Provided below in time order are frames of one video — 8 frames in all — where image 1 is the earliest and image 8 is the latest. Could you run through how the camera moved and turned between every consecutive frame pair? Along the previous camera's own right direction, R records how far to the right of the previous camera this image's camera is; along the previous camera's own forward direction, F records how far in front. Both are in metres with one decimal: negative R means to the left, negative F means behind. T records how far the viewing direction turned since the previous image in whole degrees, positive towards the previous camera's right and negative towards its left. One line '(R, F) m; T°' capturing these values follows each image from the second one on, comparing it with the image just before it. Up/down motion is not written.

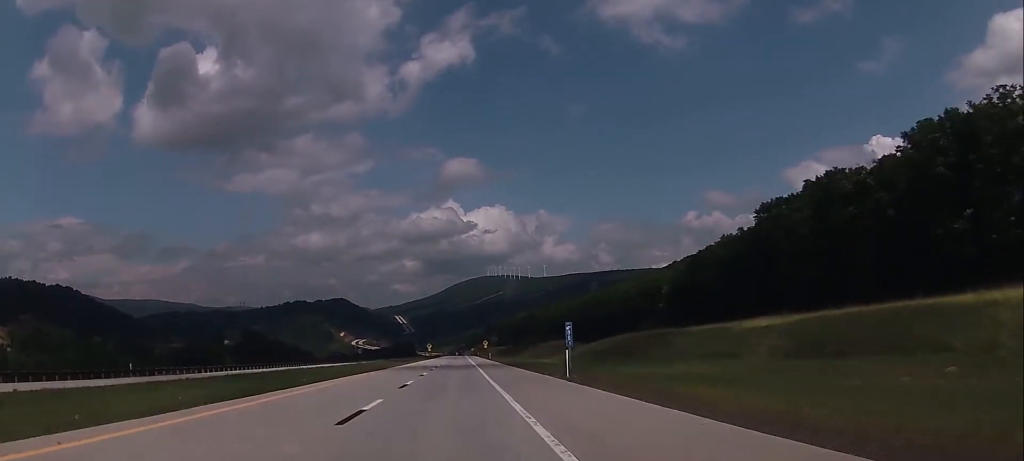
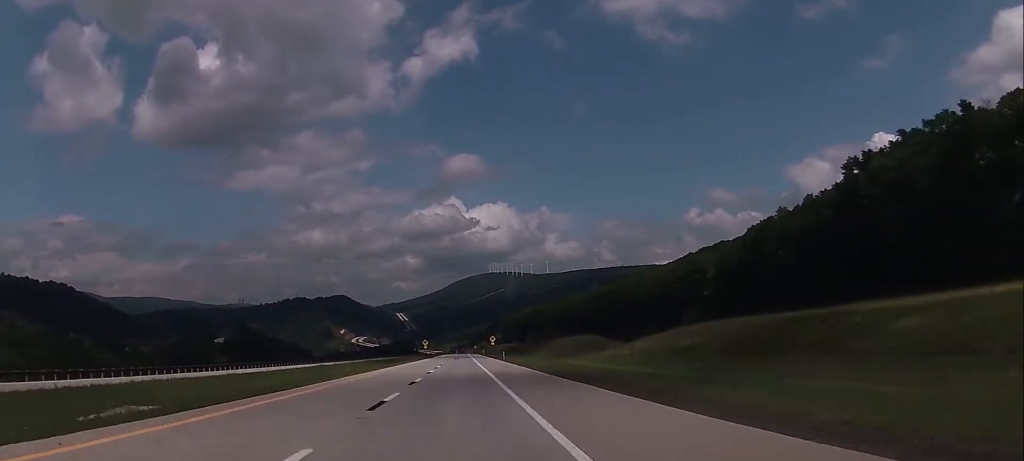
(0.0, +35.1) m; -1°
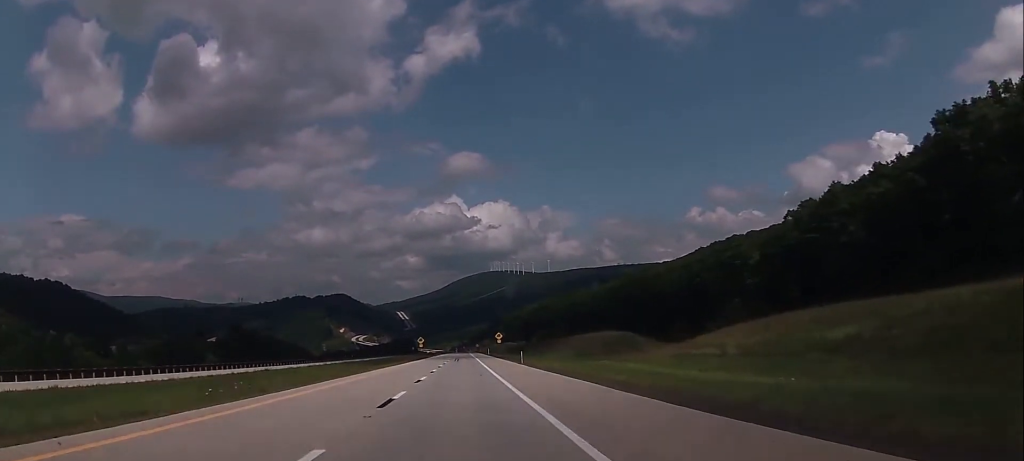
(-0.4, +25.0) m; 0°
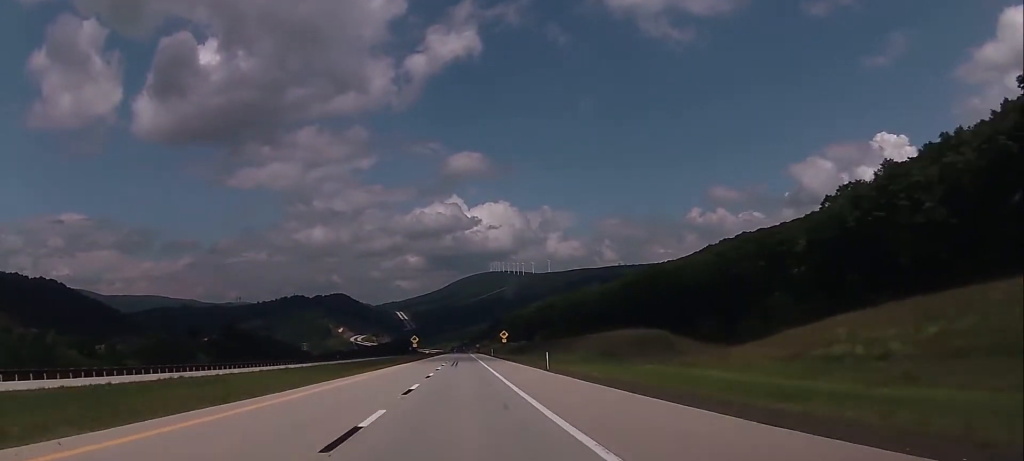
(0.0, +19.4) m; 0°
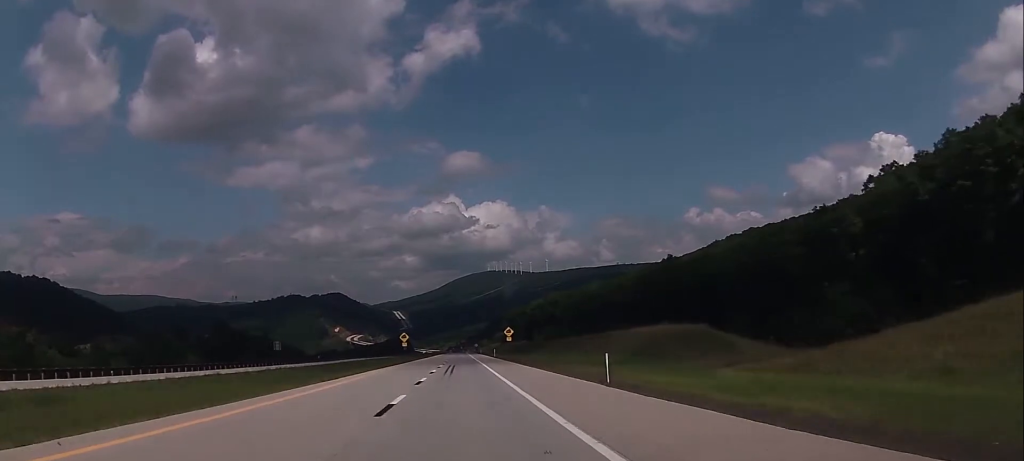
(+0.3, +19.4) m; 0°
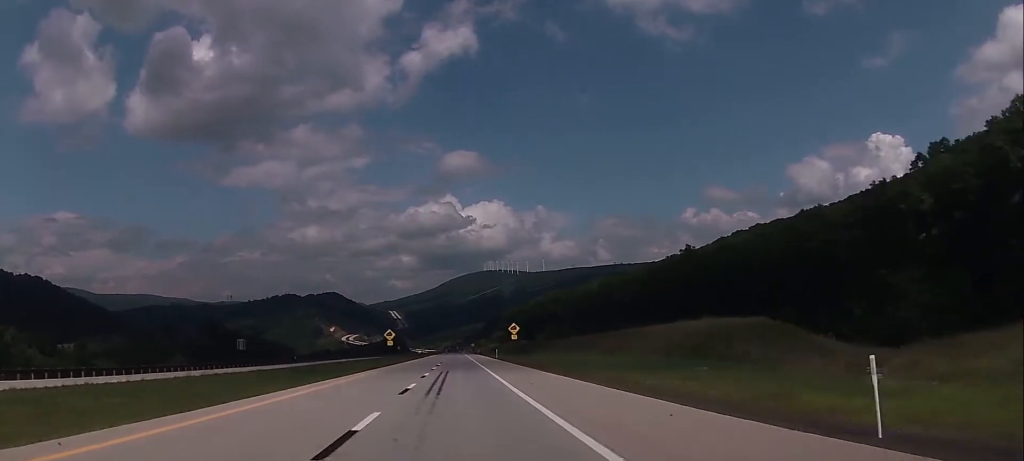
(-0.1, +18.2) m; 0°
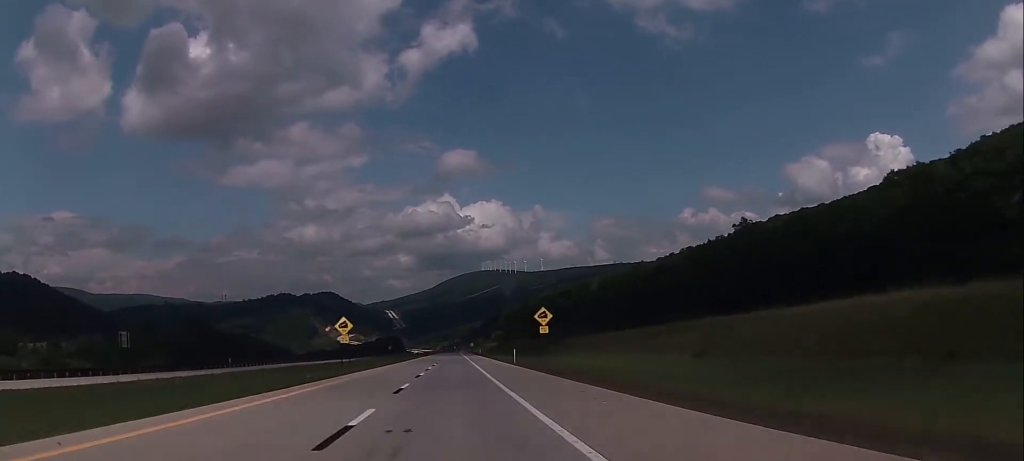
(0.0, +36.4) m; 0°
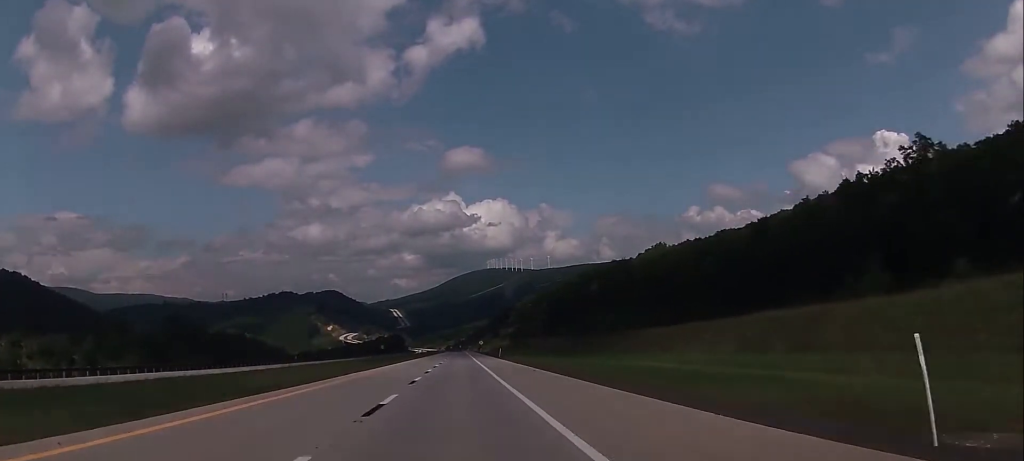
(+0.3, +56.7) m; 0°
